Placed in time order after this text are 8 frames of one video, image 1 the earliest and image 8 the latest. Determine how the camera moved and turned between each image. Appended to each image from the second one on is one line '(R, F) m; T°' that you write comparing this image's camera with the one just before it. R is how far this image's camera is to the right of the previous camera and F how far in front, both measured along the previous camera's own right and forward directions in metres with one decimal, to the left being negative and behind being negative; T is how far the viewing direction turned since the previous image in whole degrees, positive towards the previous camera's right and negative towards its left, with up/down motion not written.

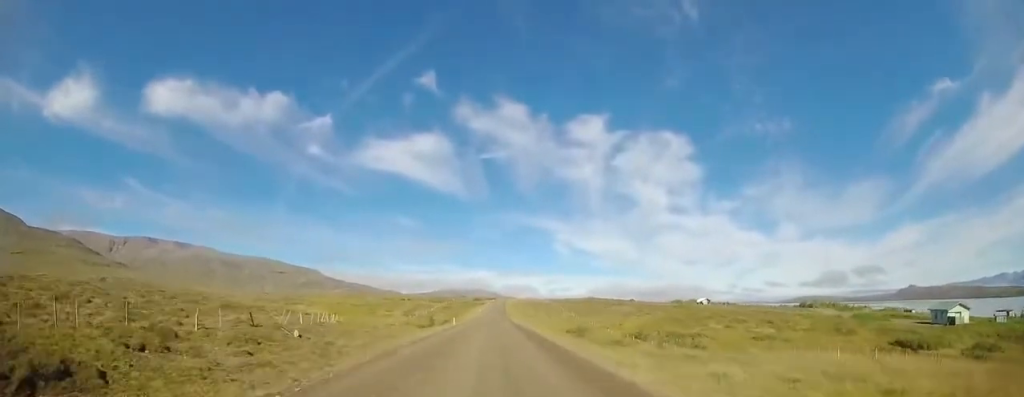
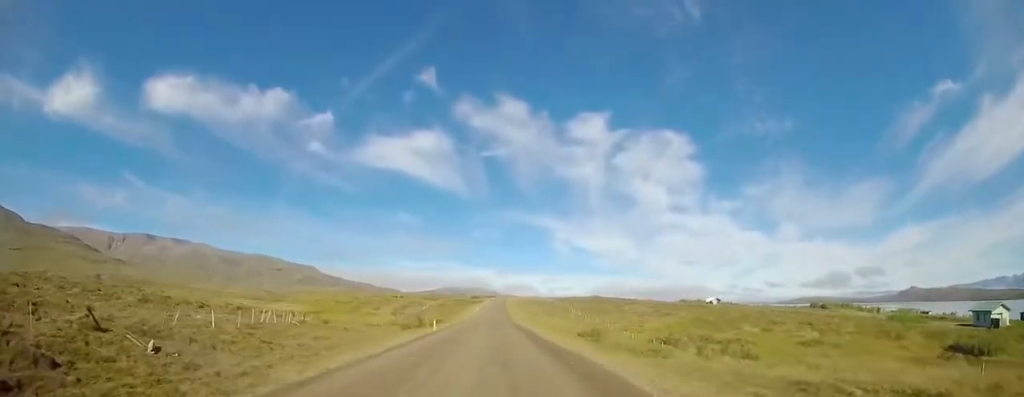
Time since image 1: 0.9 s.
(-0.1, +12.7) m; -1°
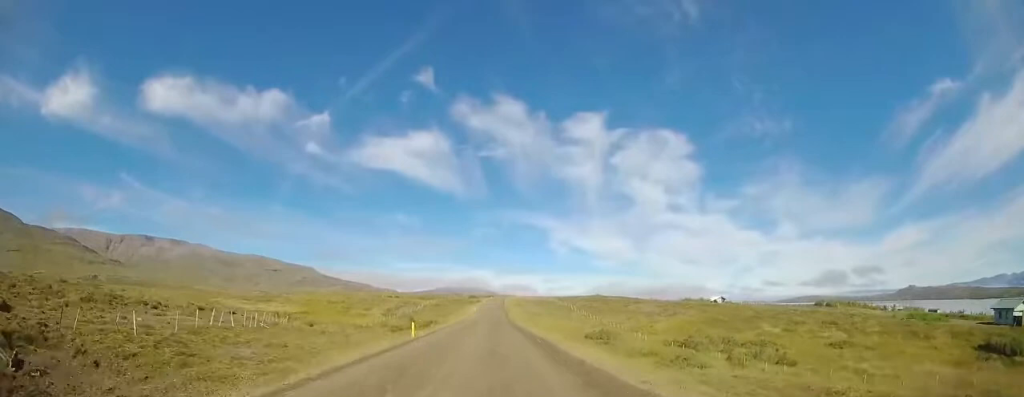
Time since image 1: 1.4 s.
(-0.1, +6.9) m; 0°
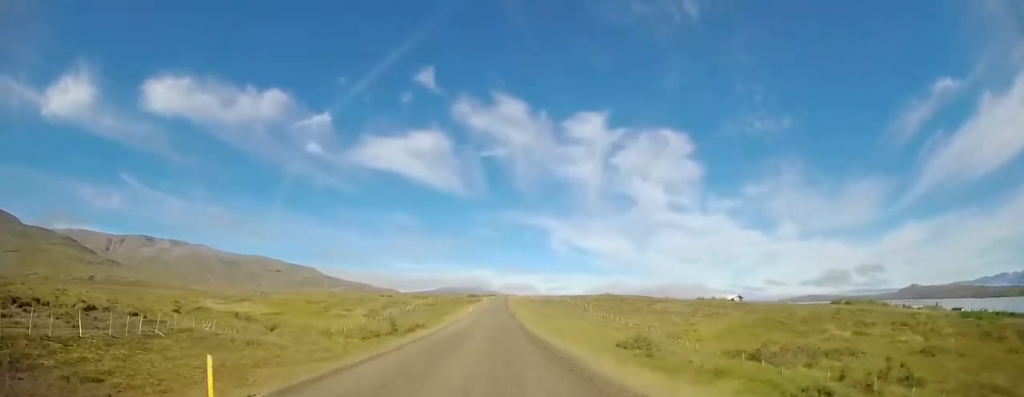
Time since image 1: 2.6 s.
(-0.1, +16.2) m; -1°
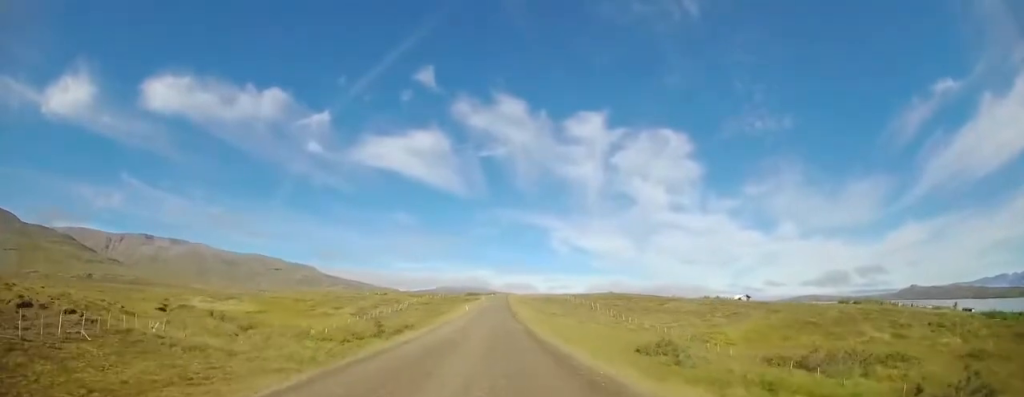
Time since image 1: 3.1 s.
(-0.1, +7.4) m; -1°
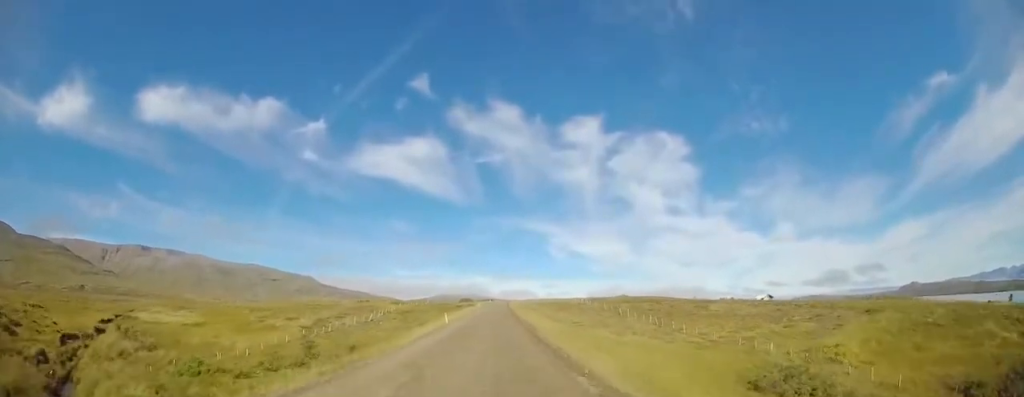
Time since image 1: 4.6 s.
(-0.2, +20.6) m; 0°
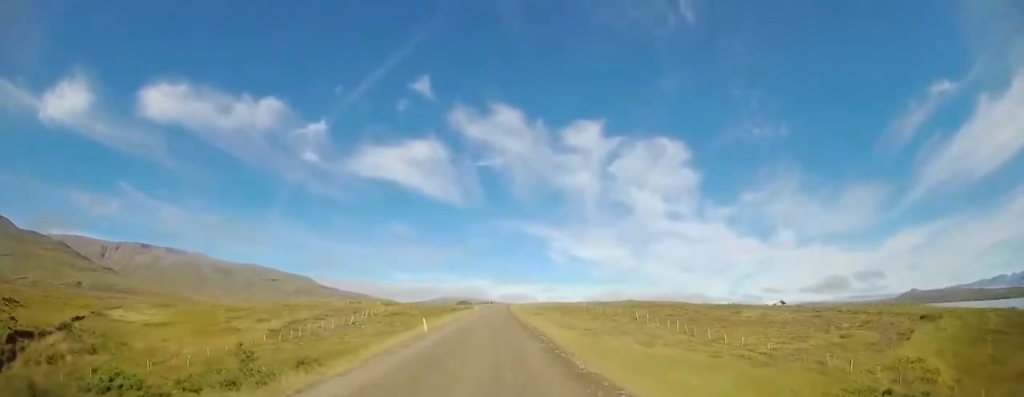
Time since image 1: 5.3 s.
(0.0, +9.1) m; +1°
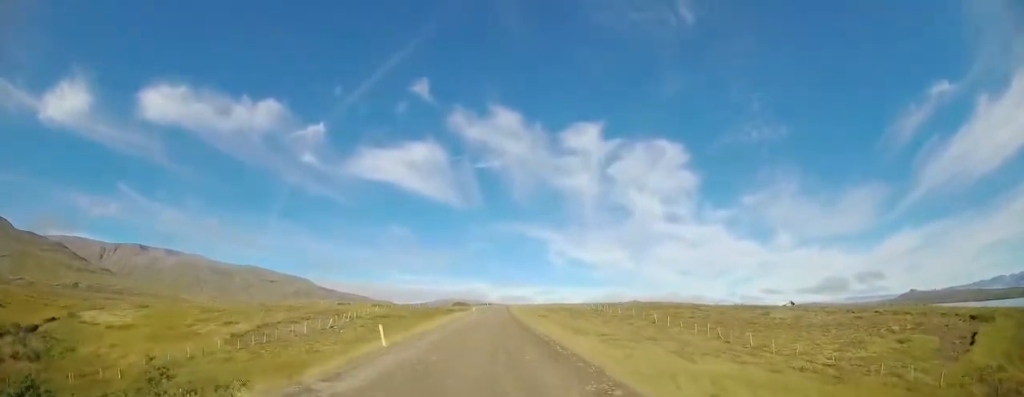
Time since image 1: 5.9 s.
(+0.1, +7.8) m; +1°
